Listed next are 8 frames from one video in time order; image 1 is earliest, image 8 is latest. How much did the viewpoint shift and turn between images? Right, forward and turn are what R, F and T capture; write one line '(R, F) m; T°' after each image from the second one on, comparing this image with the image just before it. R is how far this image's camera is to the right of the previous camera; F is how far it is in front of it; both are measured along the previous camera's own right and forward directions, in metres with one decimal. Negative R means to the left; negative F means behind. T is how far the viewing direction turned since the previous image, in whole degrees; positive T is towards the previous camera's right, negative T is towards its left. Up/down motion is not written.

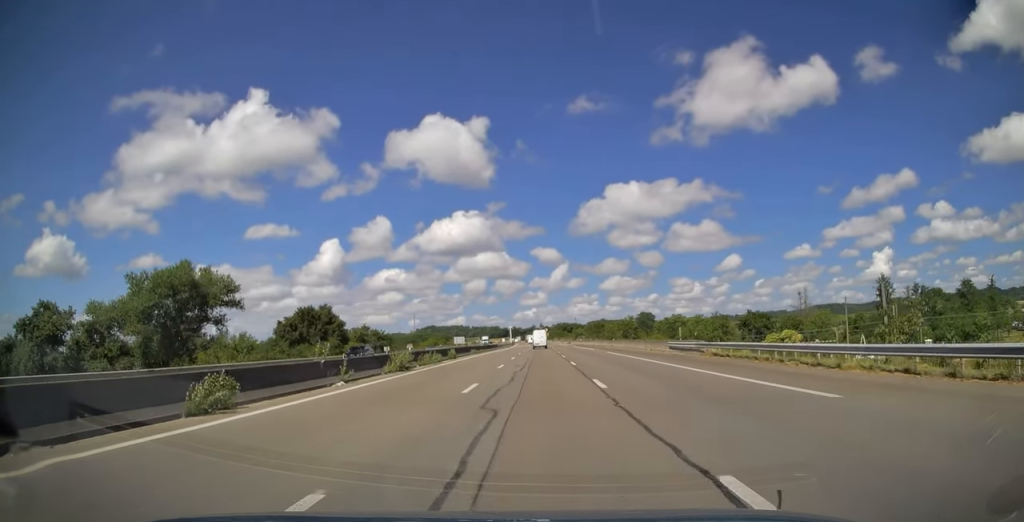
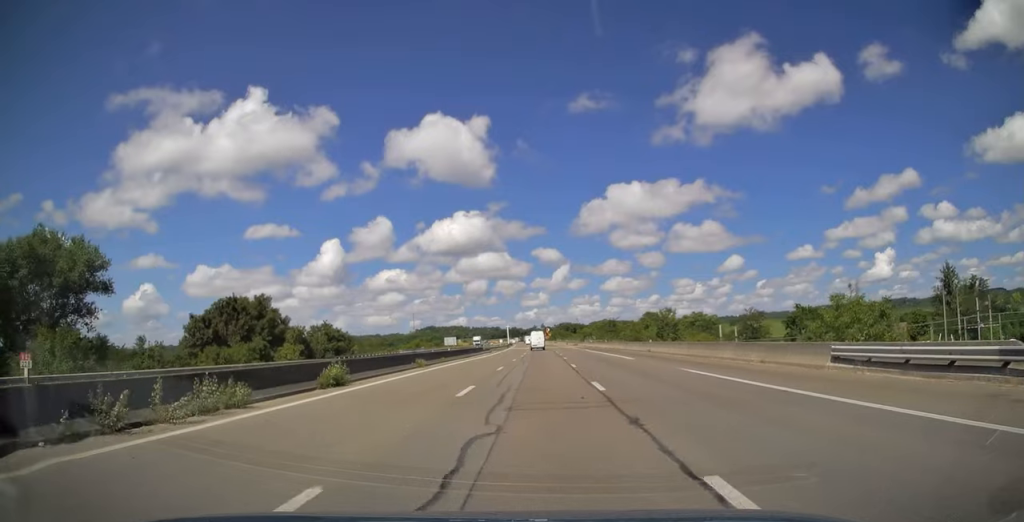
(0.0, +25.6) m; 0°
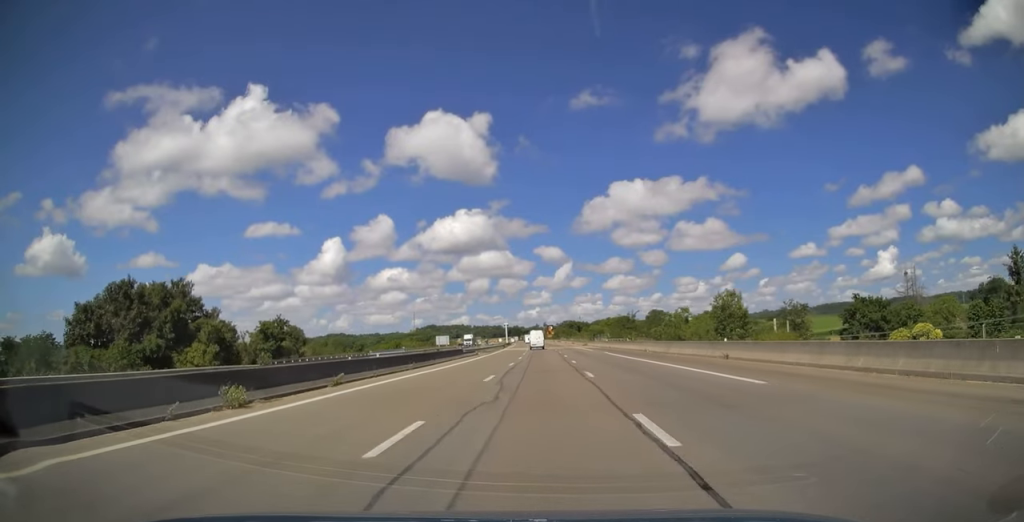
(0.0, +20.8) m; 0°
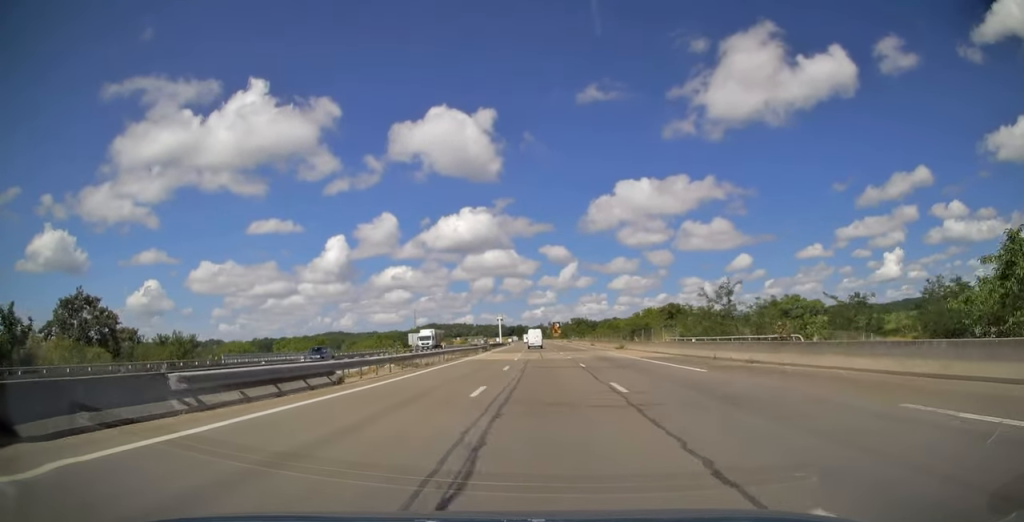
(-0.4, +44.3) m; -1°
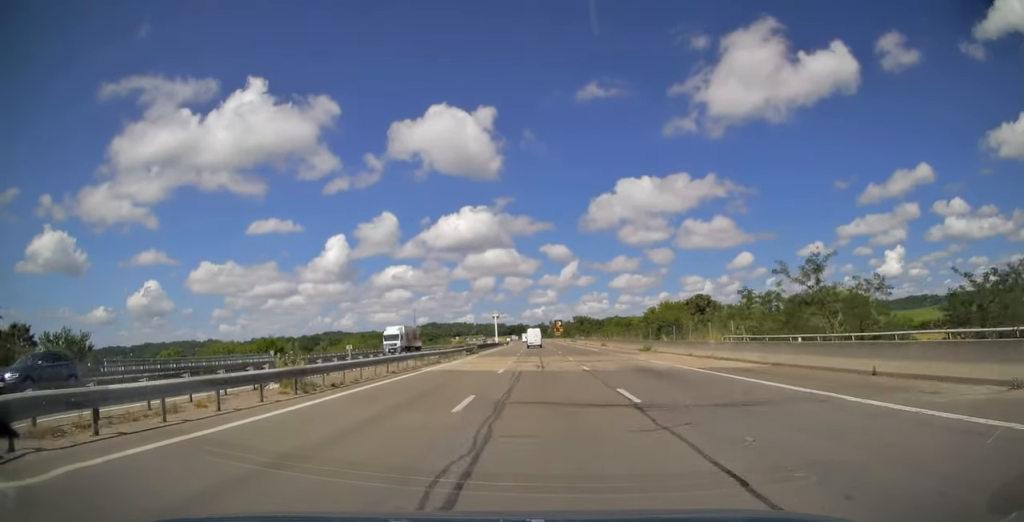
(-0.1, +15.0) m; 0°
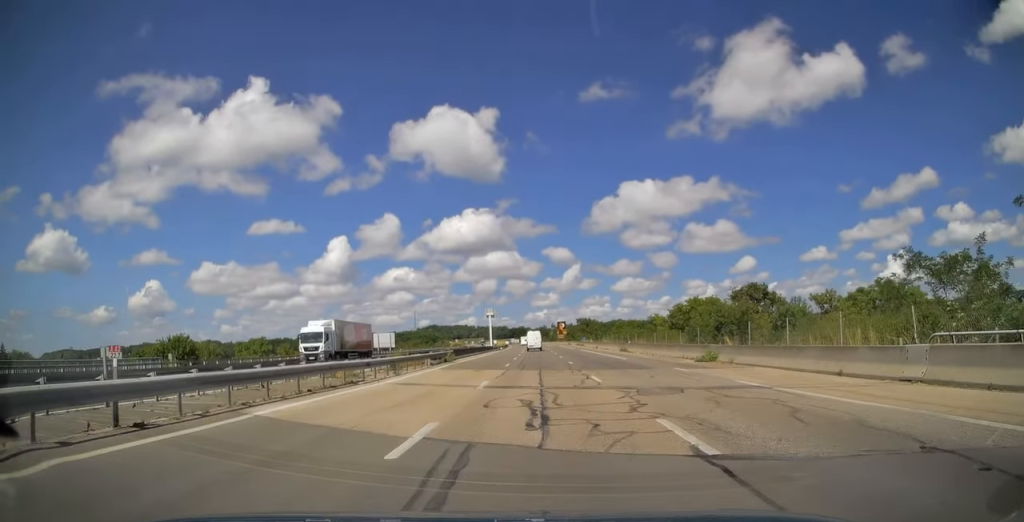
(+0.2, +17.6) m; 0°
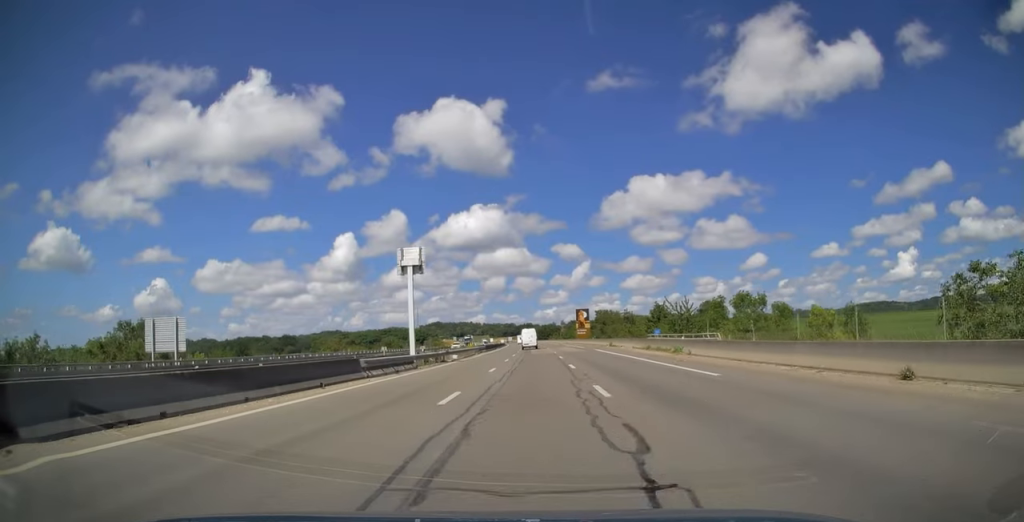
(-0.7, +71.0) m; -1°
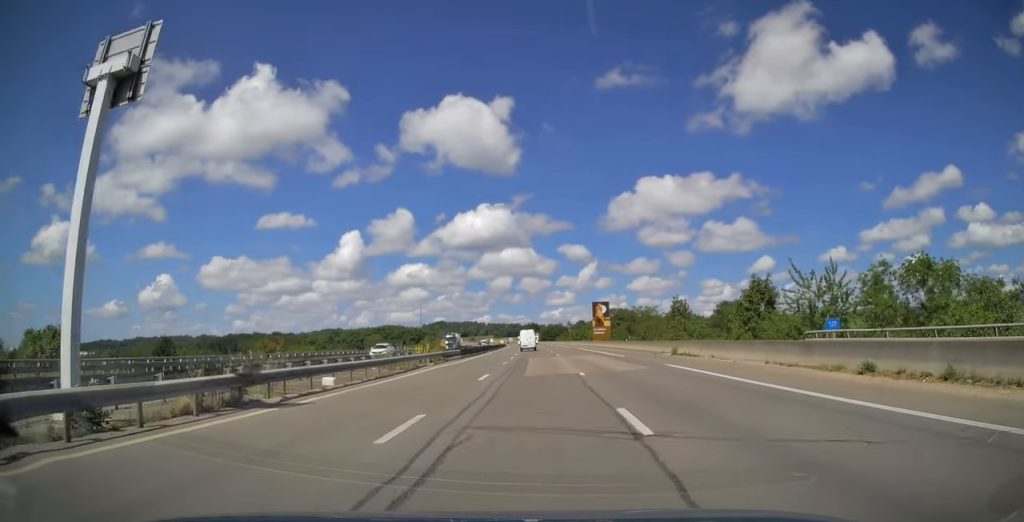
(0.0, +30.4) m; -1°
